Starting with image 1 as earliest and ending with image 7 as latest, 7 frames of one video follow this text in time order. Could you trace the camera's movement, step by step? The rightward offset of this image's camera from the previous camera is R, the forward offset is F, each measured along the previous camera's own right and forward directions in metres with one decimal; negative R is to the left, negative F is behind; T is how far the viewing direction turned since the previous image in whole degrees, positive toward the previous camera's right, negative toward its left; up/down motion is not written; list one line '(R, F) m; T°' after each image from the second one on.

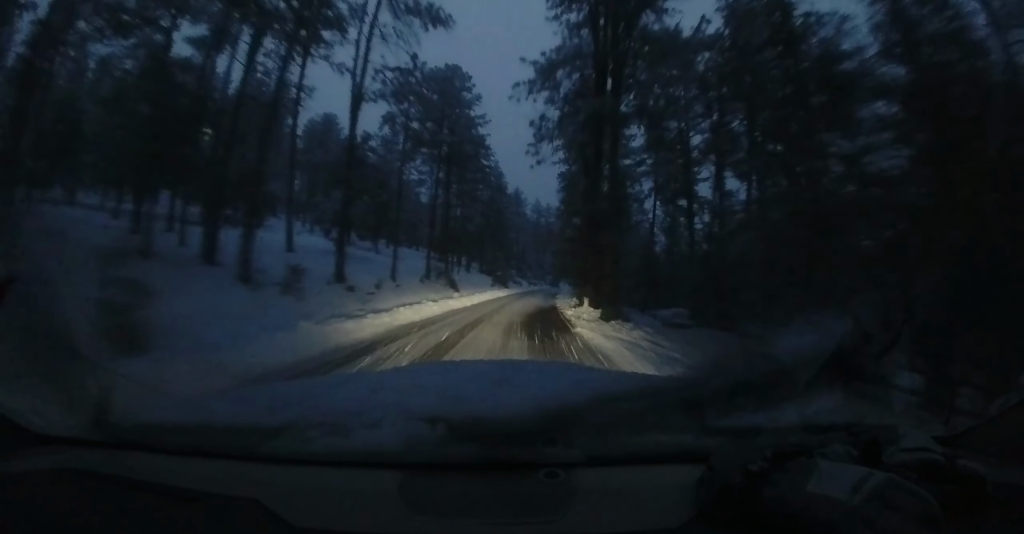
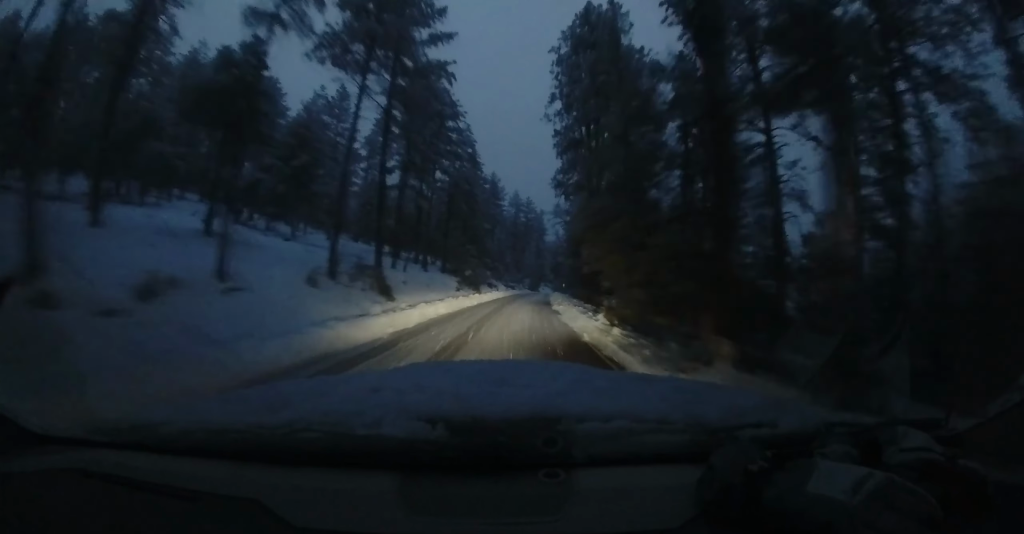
(+0.9, +12.9) m; +6°
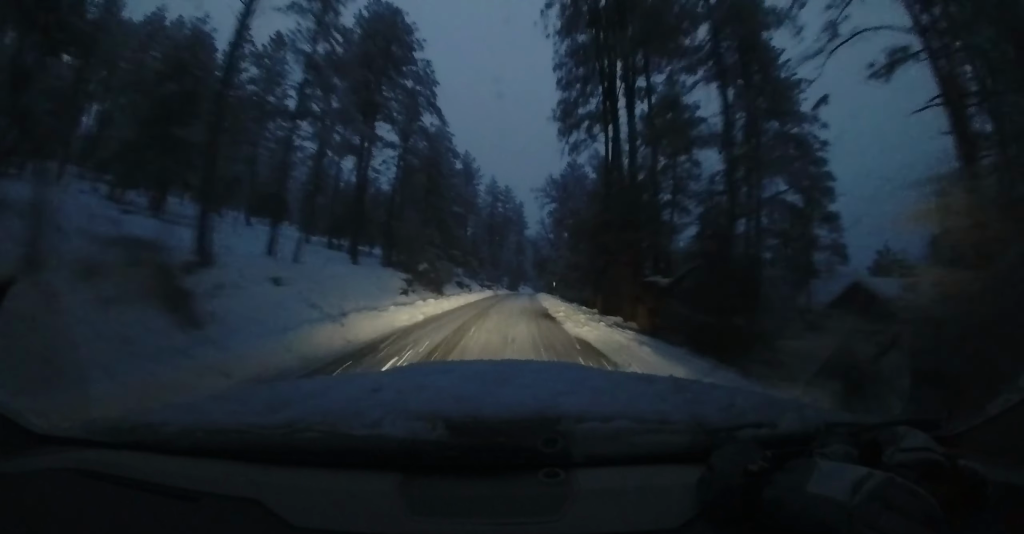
(+0.4, +11.8) m; +3°
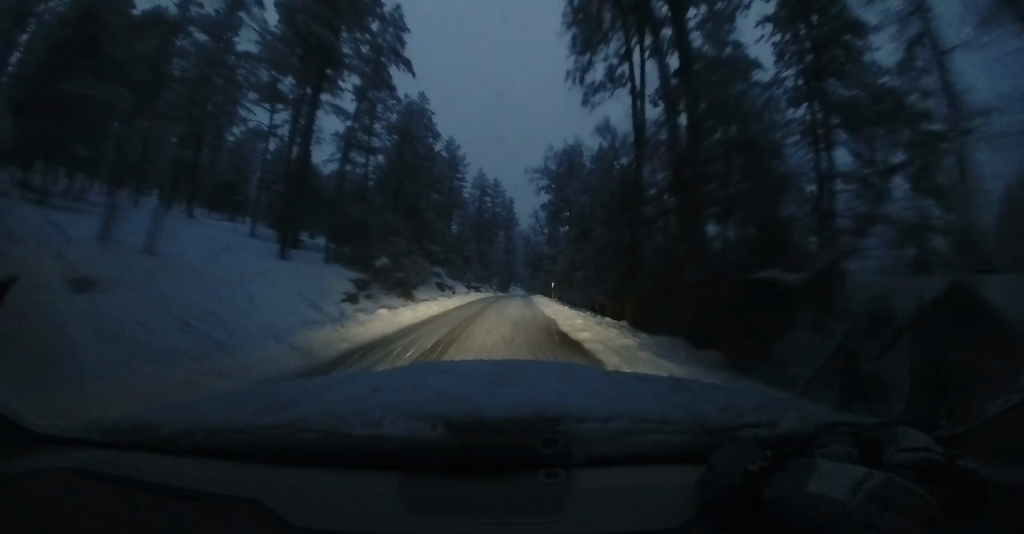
(-0.4, +6.4) m; +1°
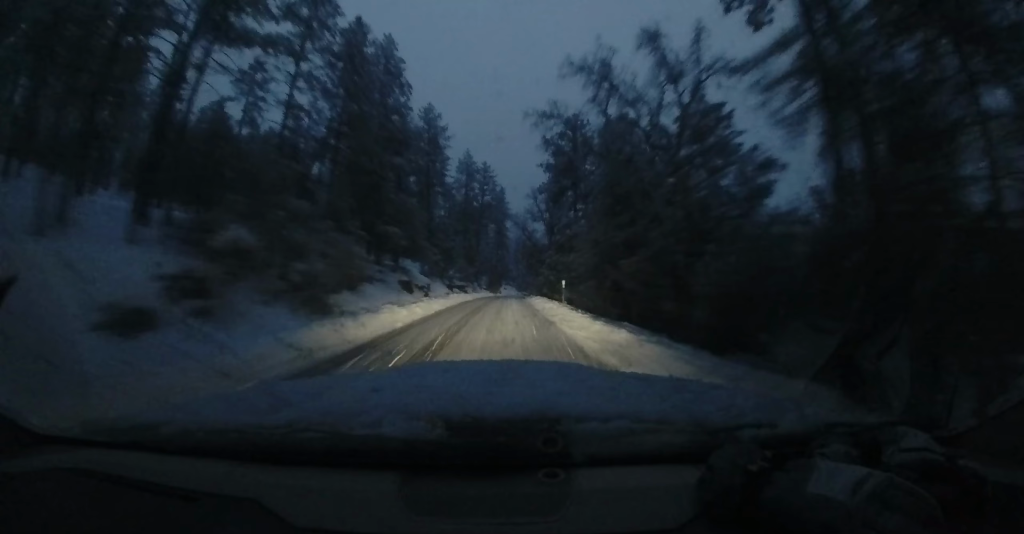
(+0.7, +10.4) m; +3°
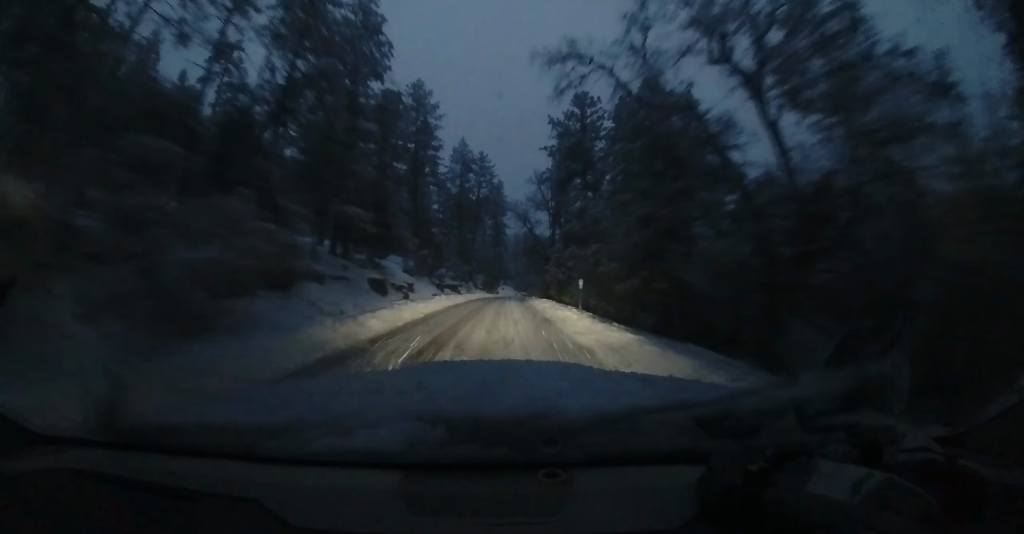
(+0.2, +6.2) m; +1°
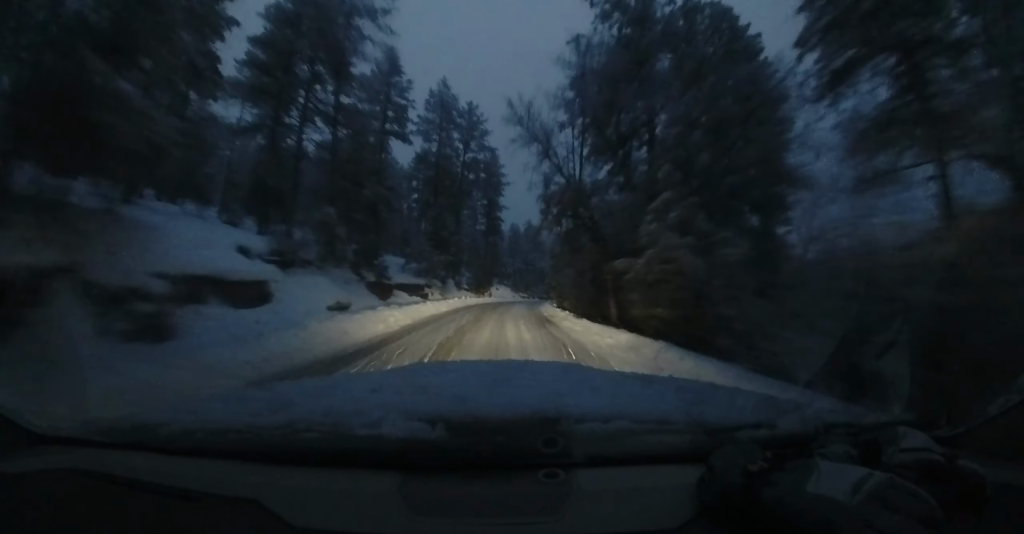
(+0.1, +19.9) m; +3°
